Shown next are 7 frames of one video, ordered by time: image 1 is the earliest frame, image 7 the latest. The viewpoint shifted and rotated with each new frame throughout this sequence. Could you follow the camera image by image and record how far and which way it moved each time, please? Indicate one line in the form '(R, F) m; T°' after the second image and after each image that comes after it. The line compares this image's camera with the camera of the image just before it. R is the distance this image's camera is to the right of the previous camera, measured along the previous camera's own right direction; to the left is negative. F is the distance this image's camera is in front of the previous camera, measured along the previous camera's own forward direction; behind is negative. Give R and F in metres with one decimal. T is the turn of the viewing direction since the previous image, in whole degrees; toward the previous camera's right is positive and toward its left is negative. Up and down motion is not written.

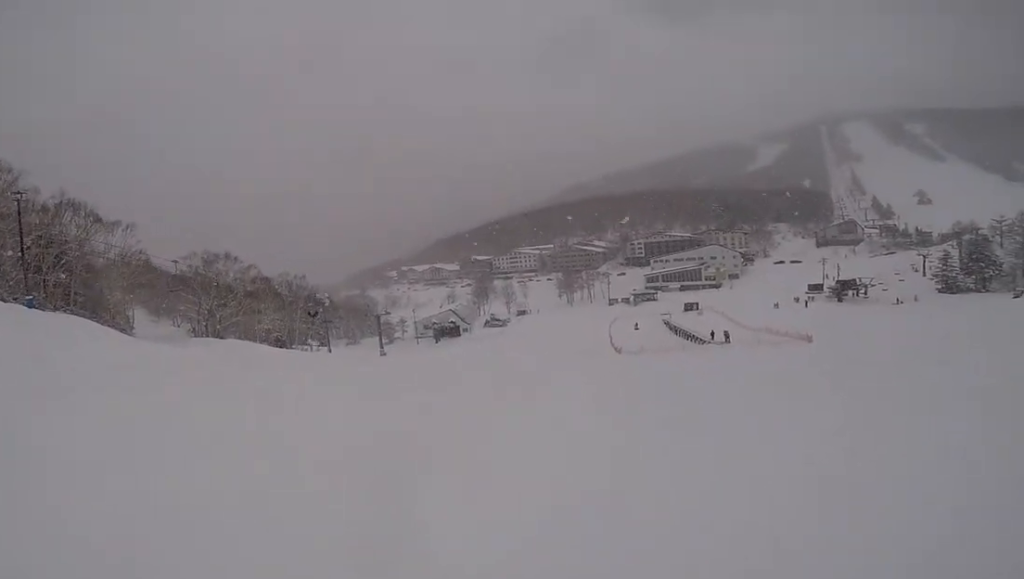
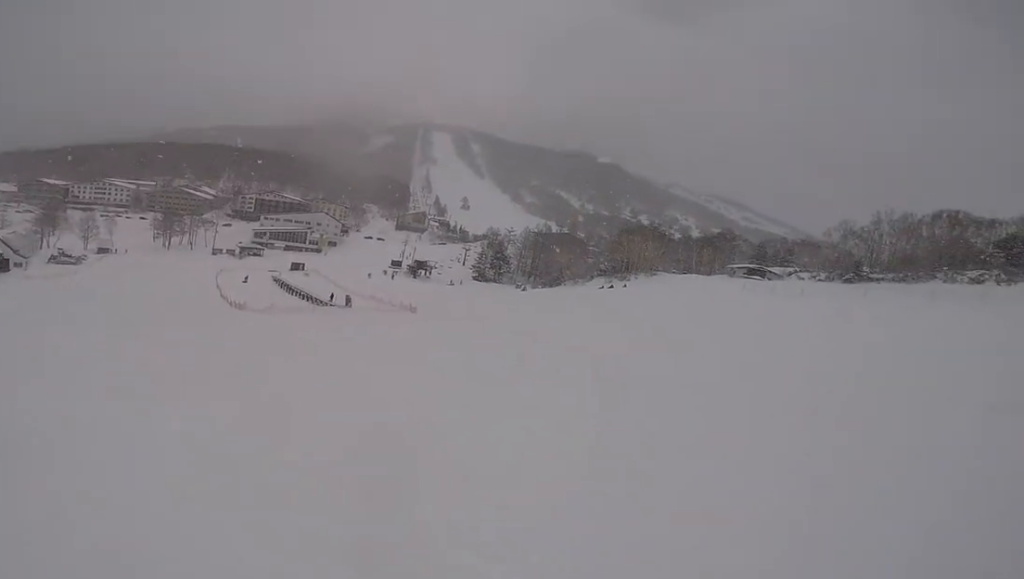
(+1.6, +8.1) m; +27°
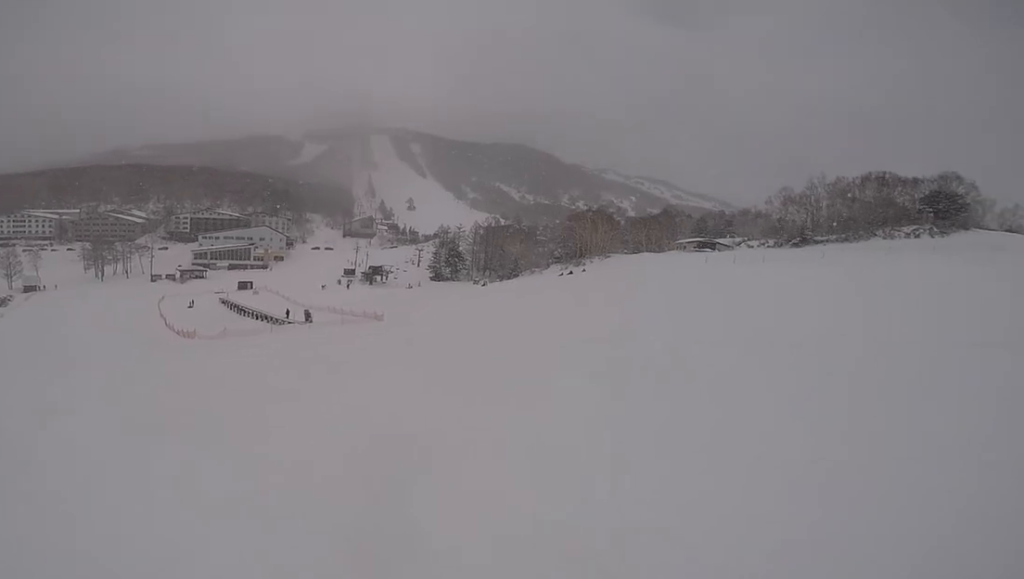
(+0.9, +3.5) m; +1°
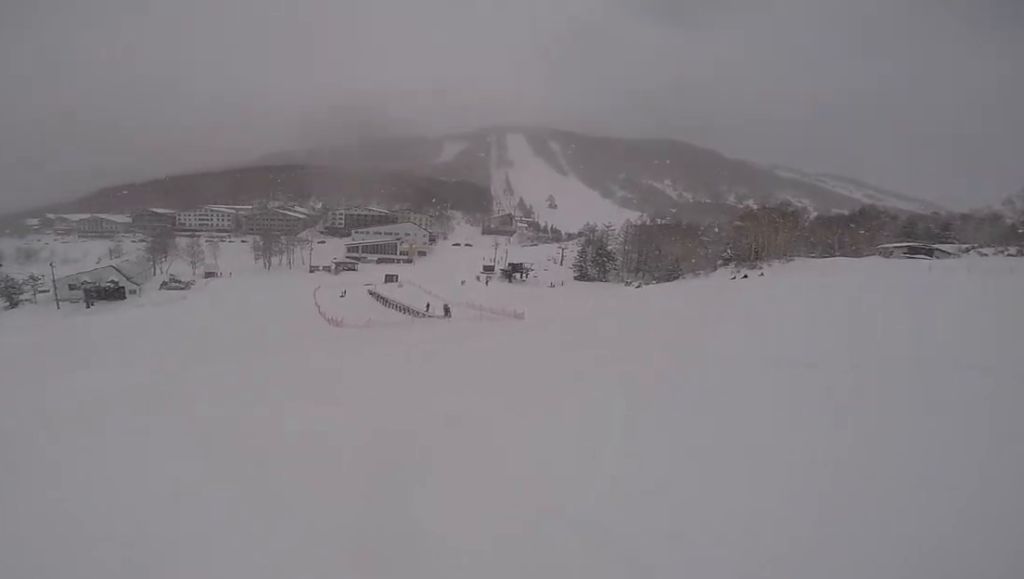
(+0.4, +2.7) m; -2°
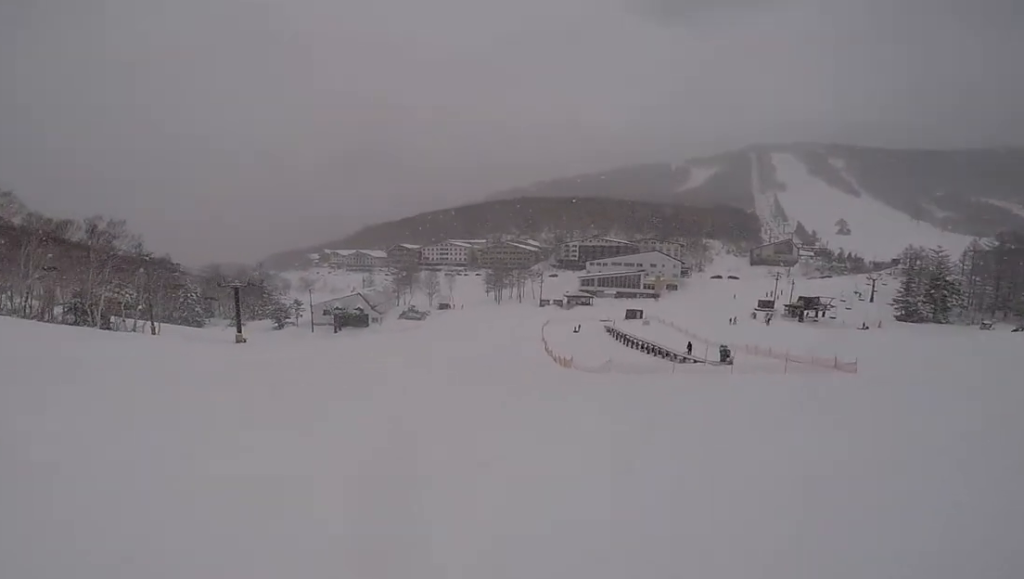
(-2.4, +9.8) m; -26°
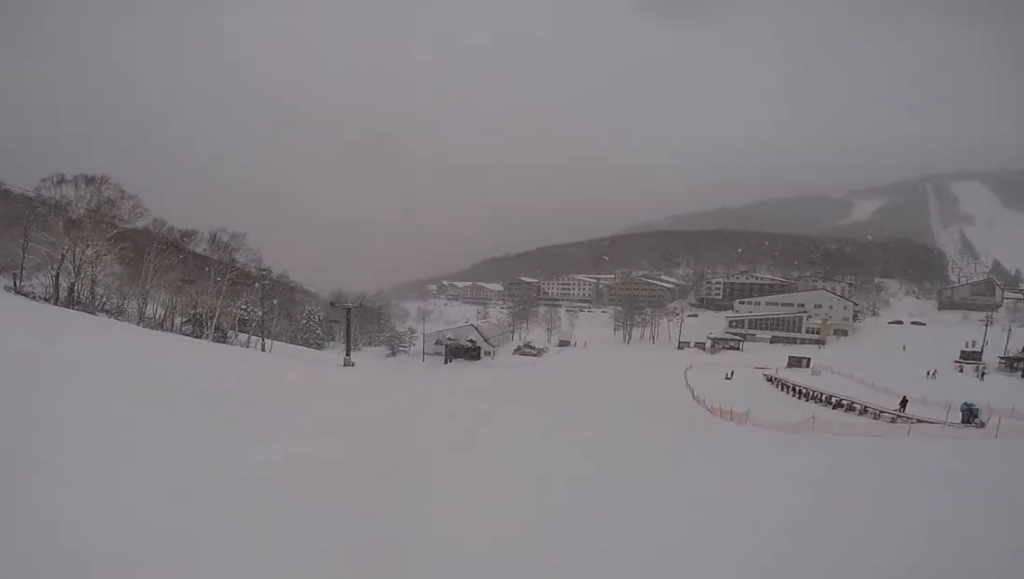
(-1.2, +6.3) m; -2°
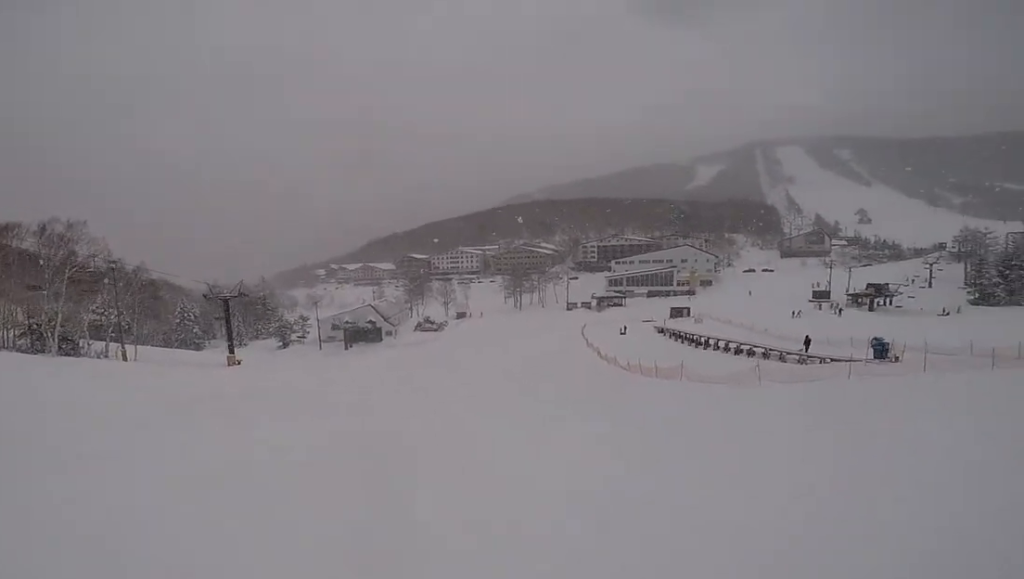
(+0.6, +5.2) m; +7°
